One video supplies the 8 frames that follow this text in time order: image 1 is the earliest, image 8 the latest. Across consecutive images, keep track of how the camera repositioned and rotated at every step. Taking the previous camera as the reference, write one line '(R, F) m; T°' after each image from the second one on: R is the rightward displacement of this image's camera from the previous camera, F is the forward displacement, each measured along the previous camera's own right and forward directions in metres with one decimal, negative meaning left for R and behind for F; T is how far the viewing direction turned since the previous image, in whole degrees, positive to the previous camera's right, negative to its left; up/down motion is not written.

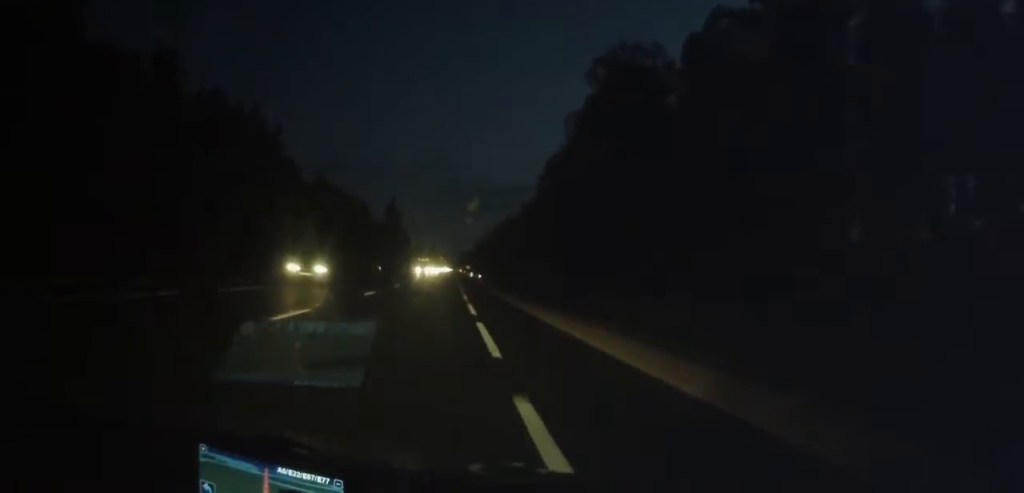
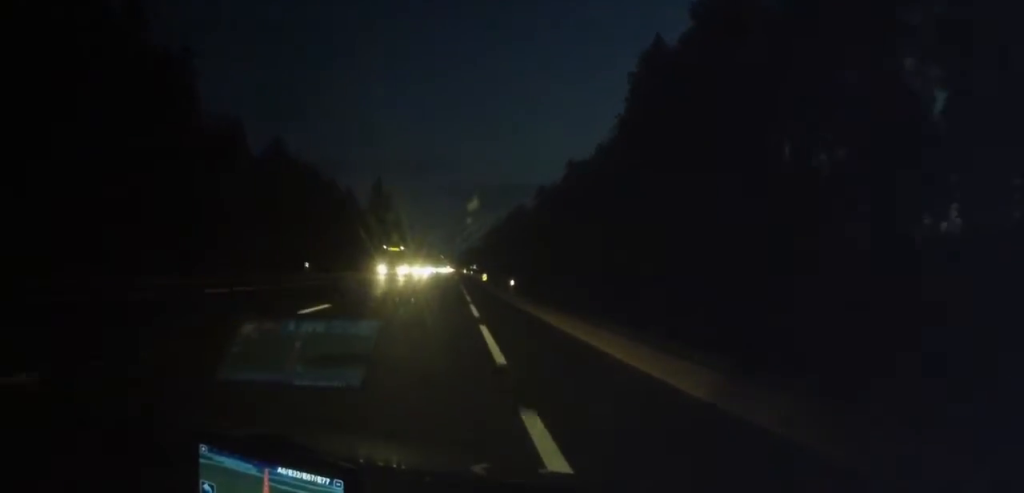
(-0.1, +45.7) m; 0°
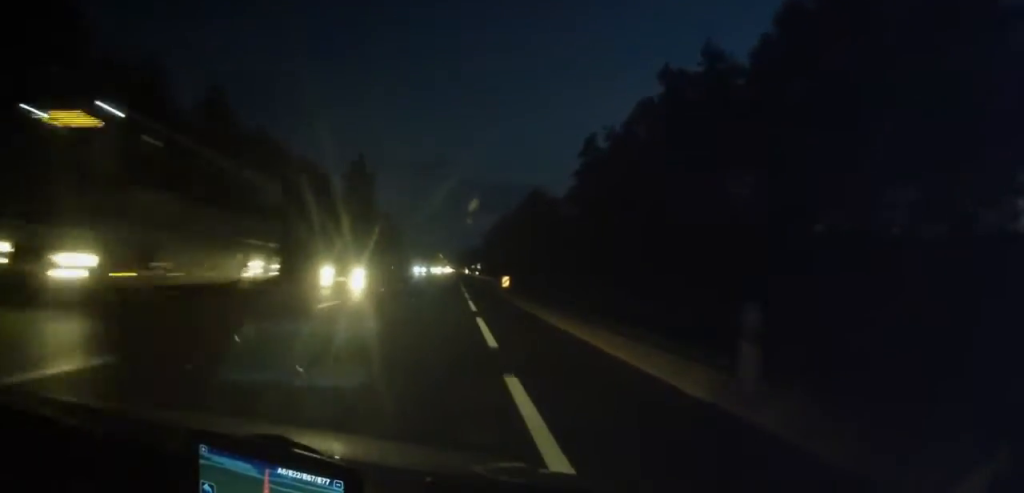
(+0.1, +34.5) m; 0°
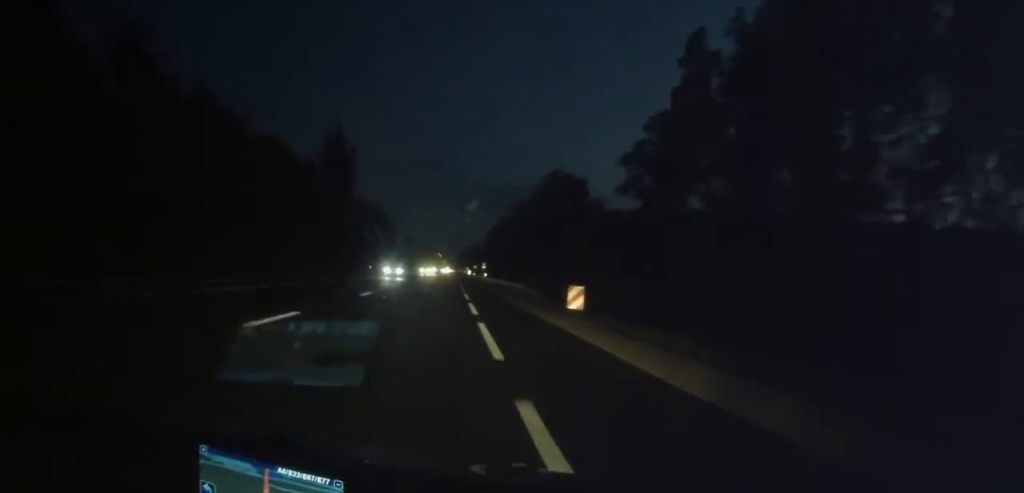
(-0.1, +28.9) m; 0°
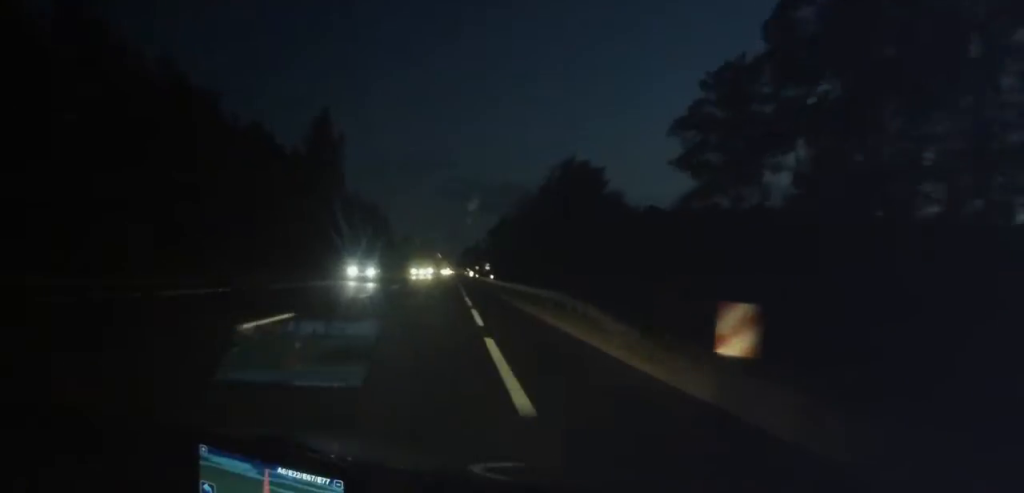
(+0.1, +12.5) m; 0°
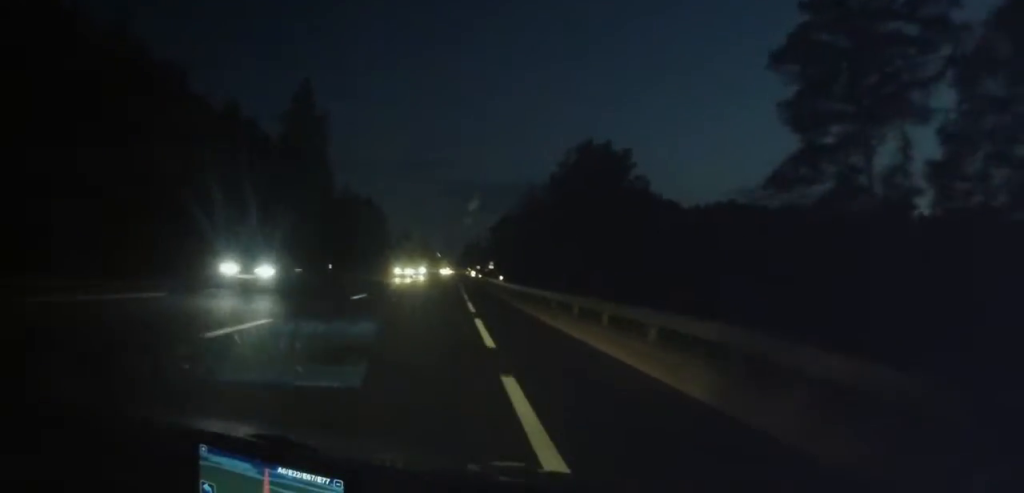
(-0.1, +13.4) m; 0°
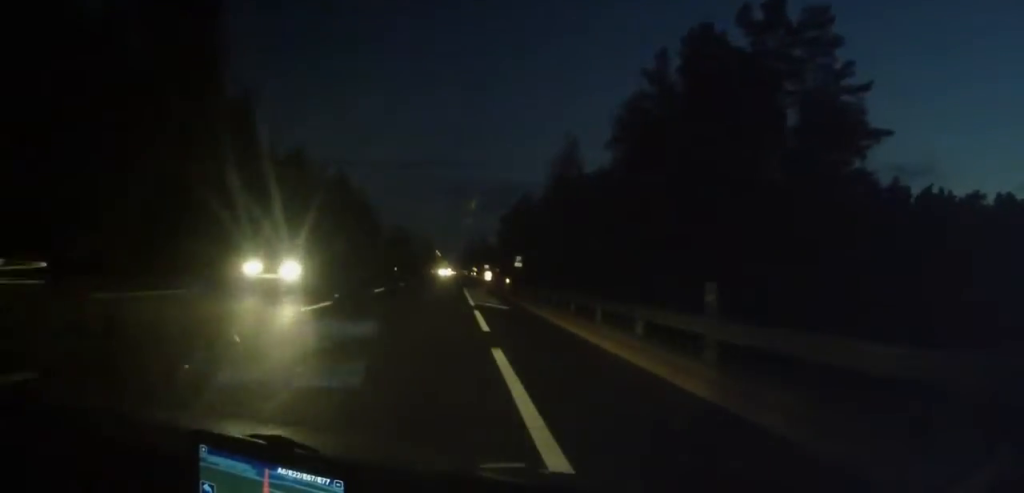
(+0.2, +43.0) m; +1°
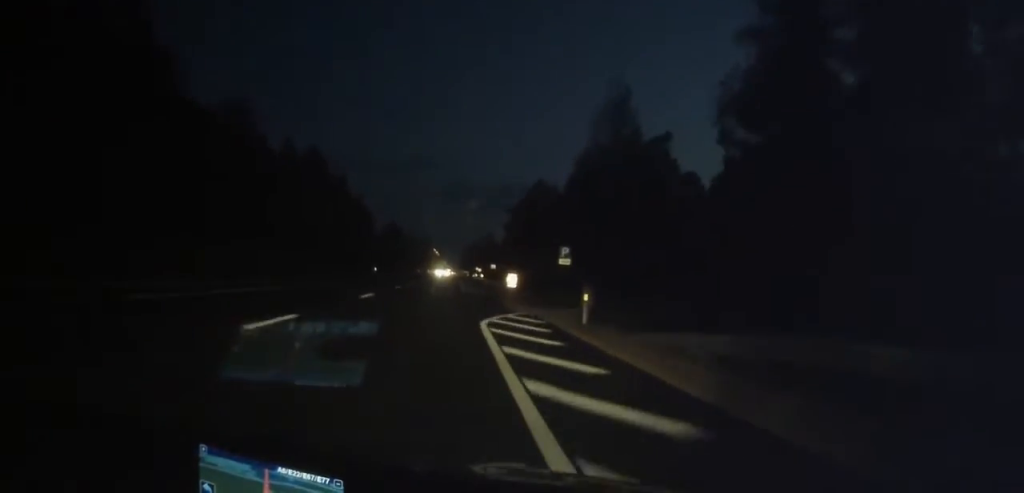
(+0.1, +27.6) m; 0°
